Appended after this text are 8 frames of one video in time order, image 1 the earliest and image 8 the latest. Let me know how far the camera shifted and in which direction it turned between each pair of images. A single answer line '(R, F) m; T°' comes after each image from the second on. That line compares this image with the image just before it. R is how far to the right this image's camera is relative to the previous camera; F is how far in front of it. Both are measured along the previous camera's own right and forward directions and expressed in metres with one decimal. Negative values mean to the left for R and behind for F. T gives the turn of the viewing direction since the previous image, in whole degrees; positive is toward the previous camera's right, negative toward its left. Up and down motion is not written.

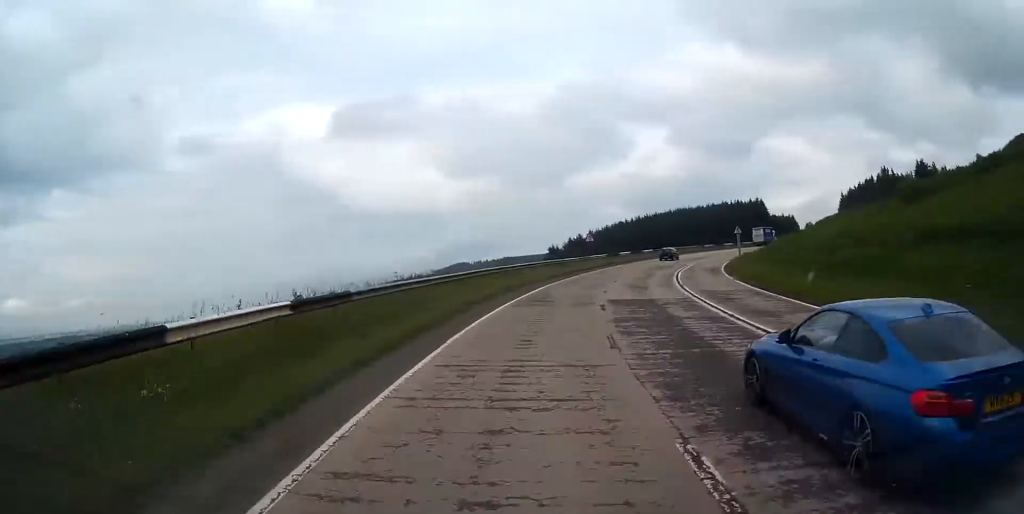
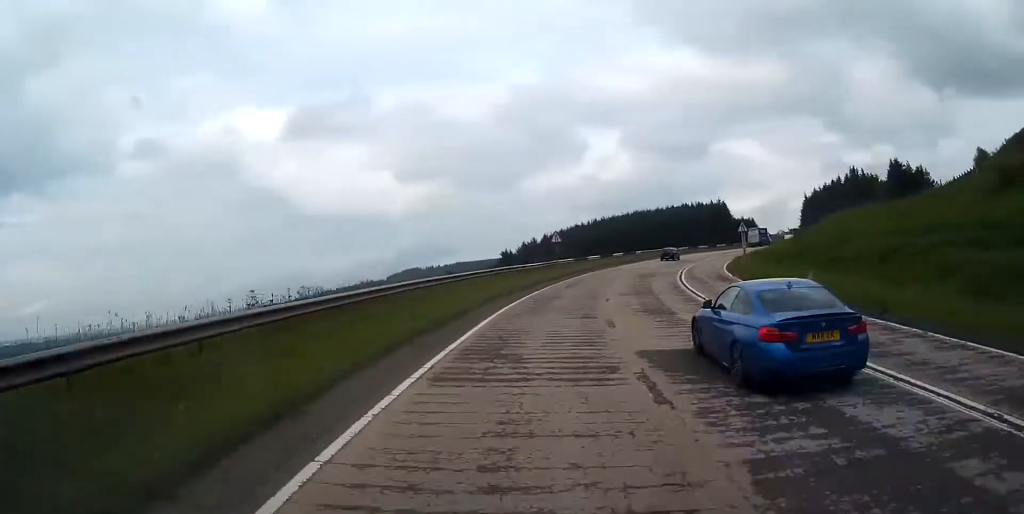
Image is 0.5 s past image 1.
(+0.7, +12.3) m; +4°
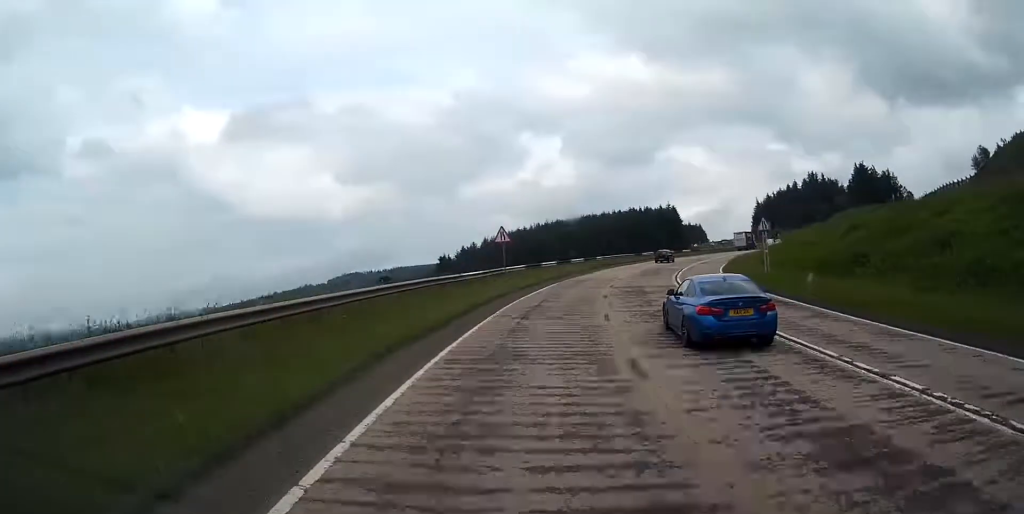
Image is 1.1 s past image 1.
(+0.4, +13.8) m; +5°
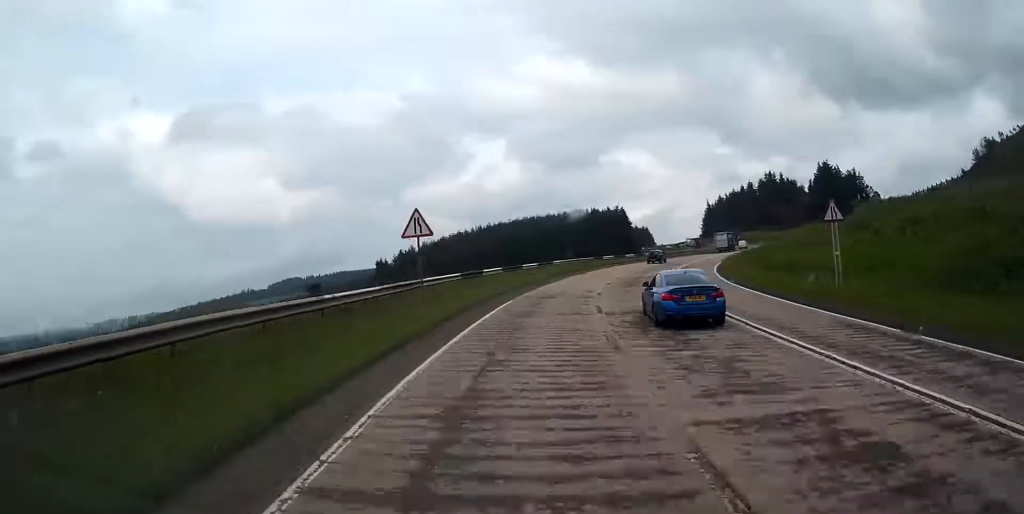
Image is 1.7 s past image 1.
(+0.4, +12.9) m; +5°
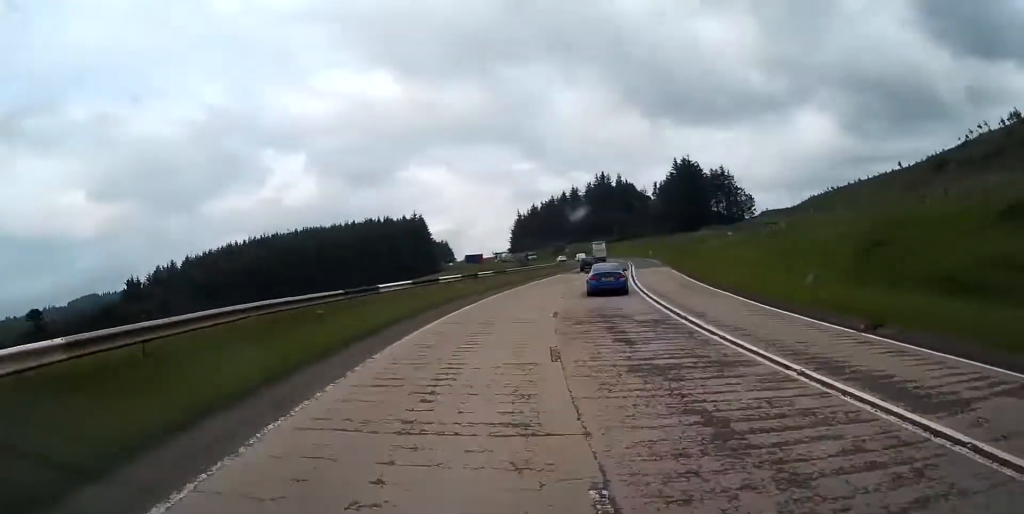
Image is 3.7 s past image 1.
(+9.0, +45.2) m; +24°
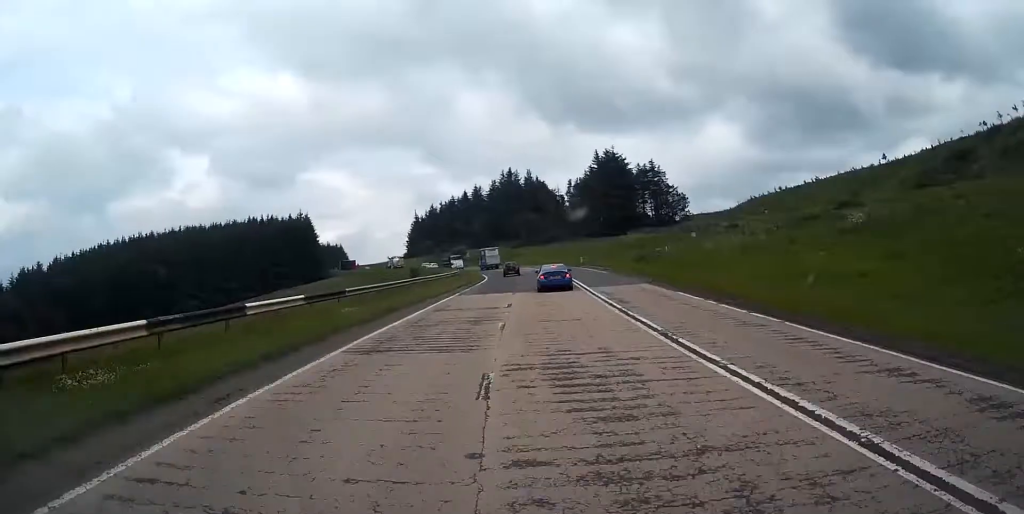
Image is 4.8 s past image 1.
(+3.1, +26.1) m; +8°
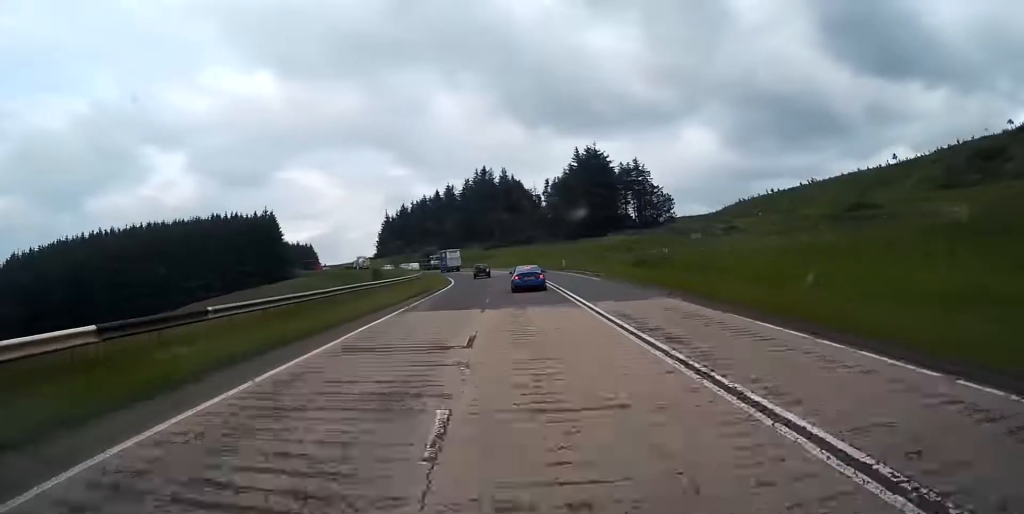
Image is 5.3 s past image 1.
(+0.1, +10.5) m; 0°
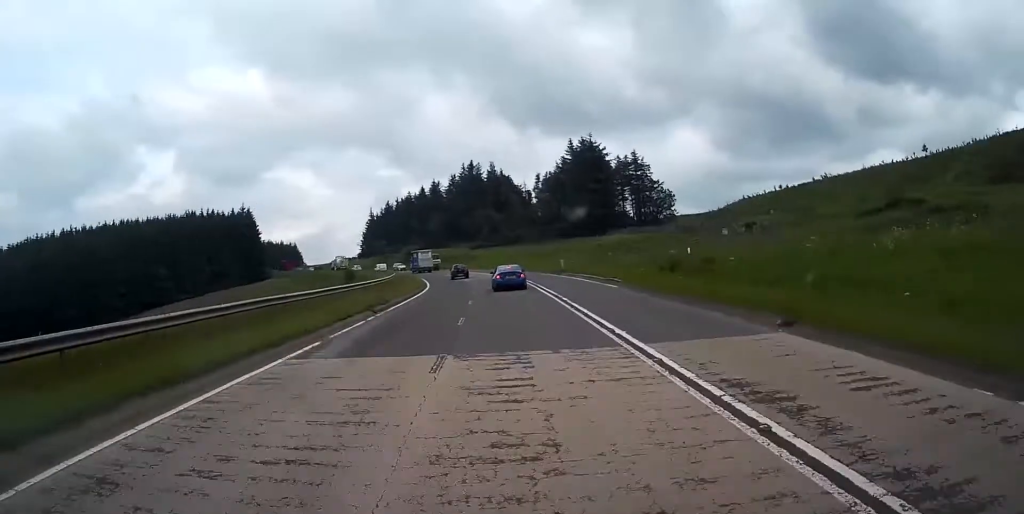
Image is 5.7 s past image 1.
(+0.1, +11.4) m; -1°
